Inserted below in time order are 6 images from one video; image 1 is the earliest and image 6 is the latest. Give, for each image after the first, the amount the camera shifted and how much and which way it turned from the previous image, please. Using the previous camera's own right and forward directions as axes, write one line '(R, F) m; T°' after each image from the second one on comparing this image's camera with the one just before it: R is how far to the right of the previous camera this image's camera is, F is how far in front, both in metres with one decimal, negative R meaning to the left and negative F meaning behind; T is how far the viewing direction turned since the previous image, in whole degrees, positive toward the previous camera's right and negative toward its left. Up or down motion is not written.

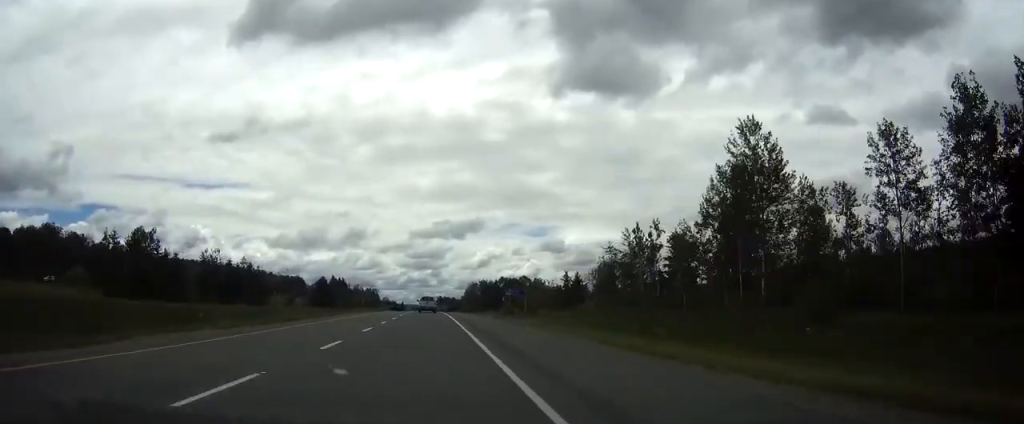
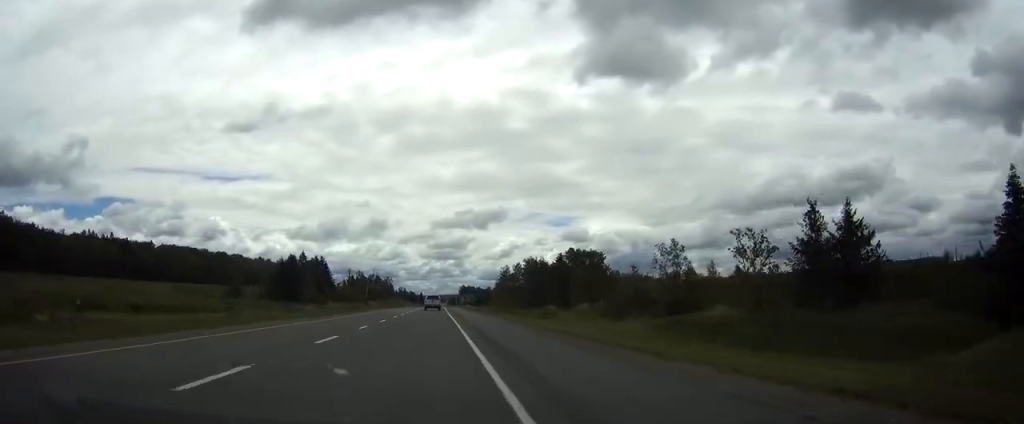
(-1.8, +97.0) m; -2°
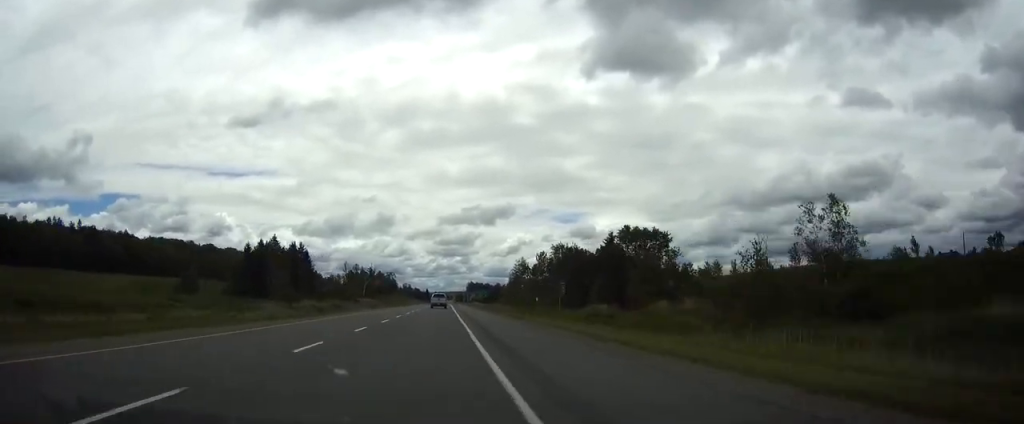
(-0.3, +39.1) m; -1°
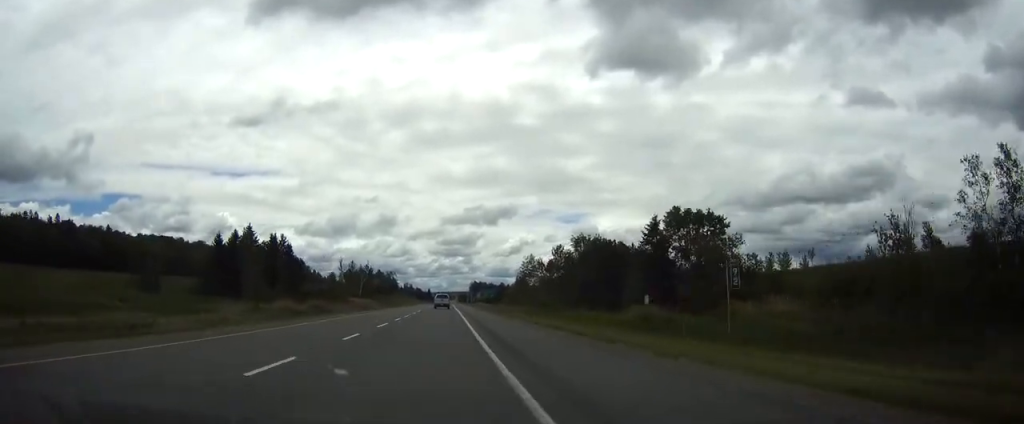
(0.0, +21.7) m; 0°
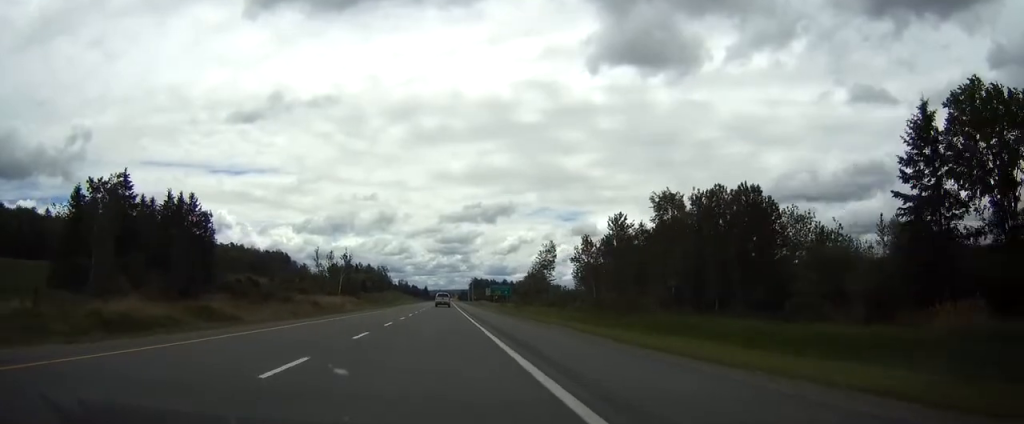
(0.0, +53.9) m; 0°
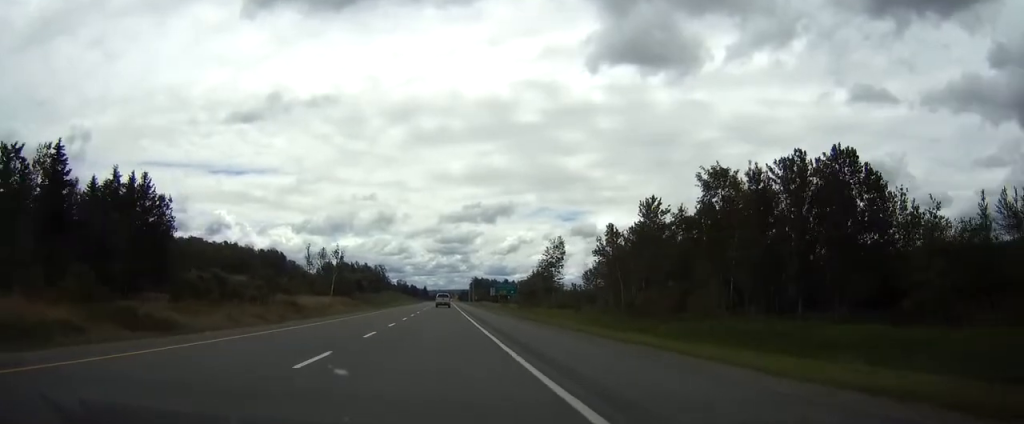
(0.0, +16.1) m; 0°
